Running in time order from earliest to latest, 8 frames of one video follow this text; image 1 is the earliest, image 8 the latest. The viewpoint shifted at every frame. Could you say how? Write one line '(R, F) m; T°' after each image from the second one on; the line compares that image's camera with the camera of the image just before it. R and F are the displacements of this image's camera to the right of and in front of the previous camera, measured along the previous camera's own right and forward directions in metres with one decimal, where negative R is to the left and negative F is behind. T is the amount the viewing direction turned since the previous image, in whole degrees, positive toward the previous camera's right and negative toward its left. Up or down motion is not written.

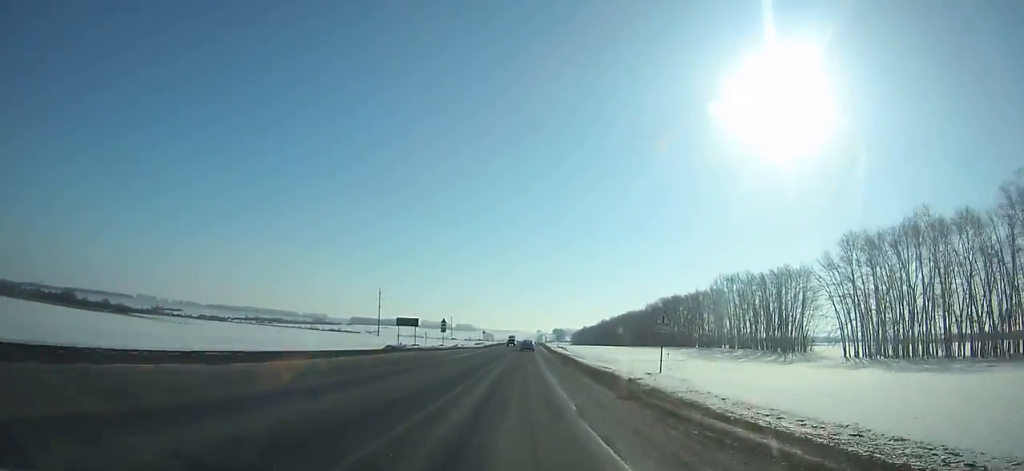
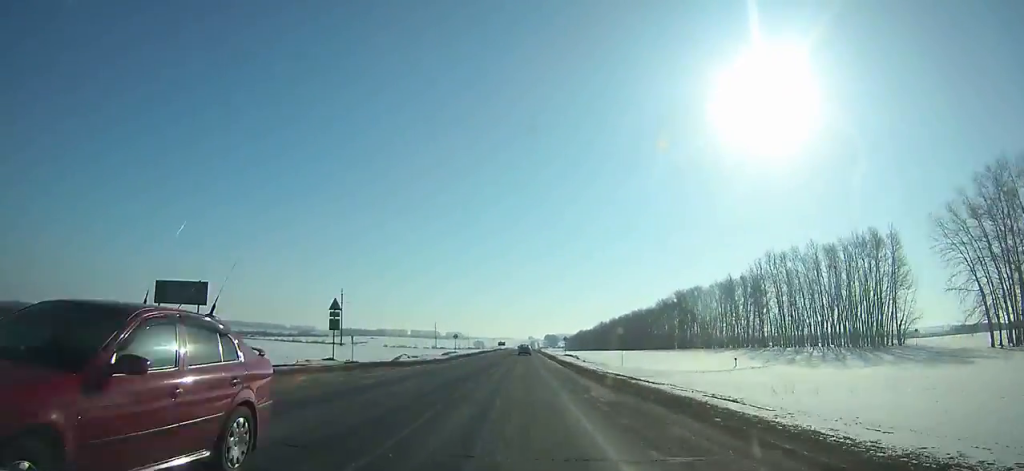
(+0.3, +44.2) m; +1°
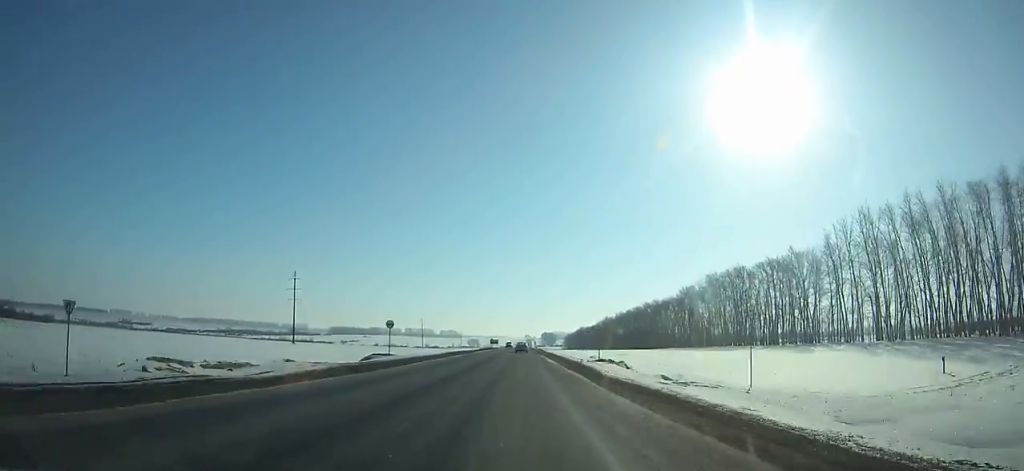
(+0.1, +44.1) m; 0°
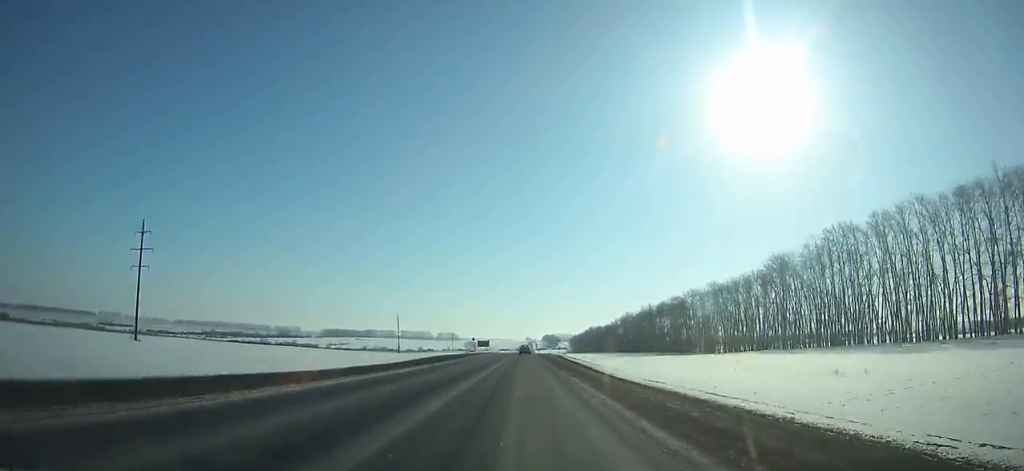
(+0.4, +78.4) m; 0°
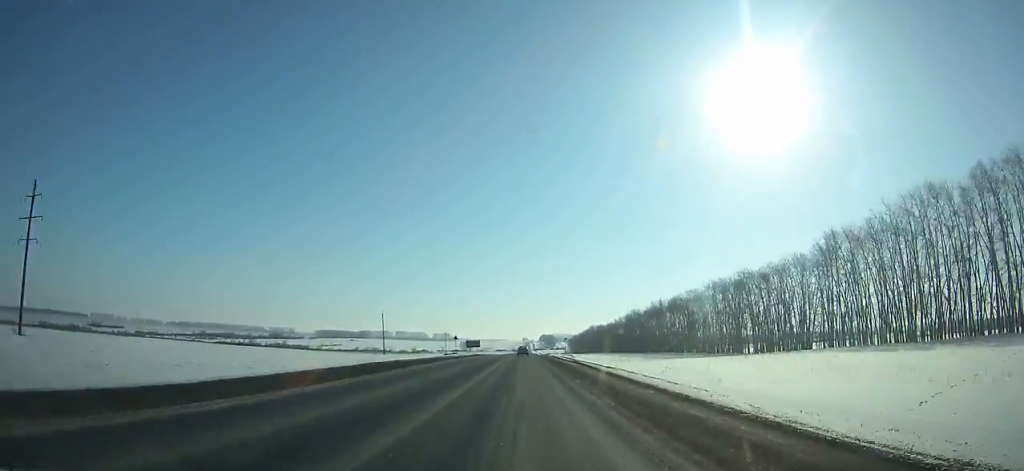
(0.0, +28.3) m; 0°
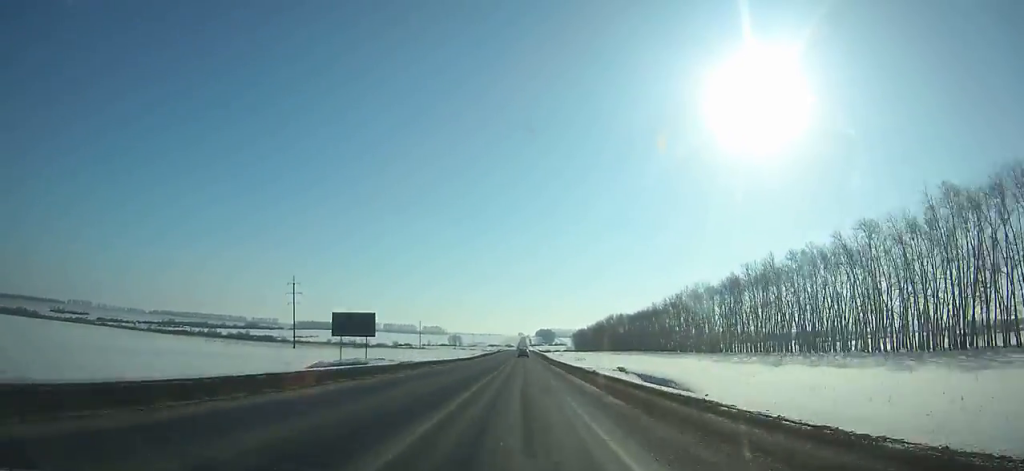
(-0.2, +112.7) m; 0°
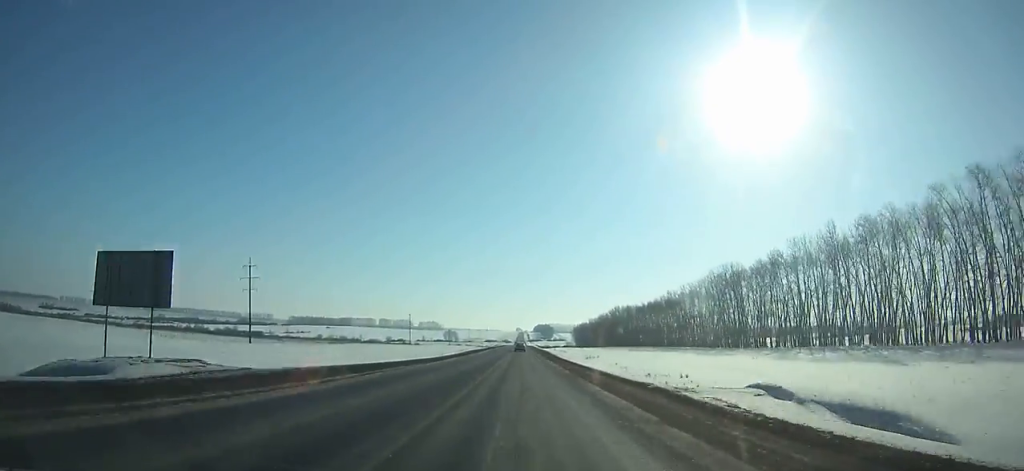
(+0.1, +29.2) m; 0°
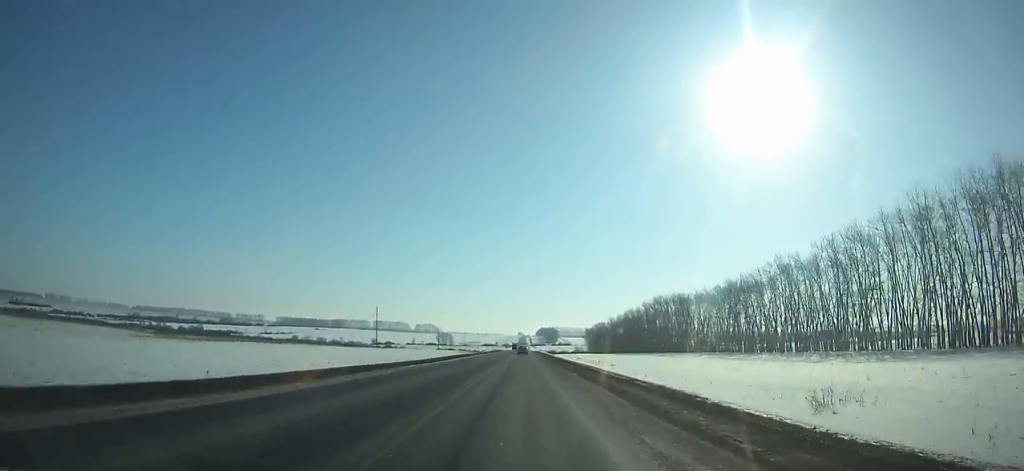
(+0.1, +92.0) m; 0°
